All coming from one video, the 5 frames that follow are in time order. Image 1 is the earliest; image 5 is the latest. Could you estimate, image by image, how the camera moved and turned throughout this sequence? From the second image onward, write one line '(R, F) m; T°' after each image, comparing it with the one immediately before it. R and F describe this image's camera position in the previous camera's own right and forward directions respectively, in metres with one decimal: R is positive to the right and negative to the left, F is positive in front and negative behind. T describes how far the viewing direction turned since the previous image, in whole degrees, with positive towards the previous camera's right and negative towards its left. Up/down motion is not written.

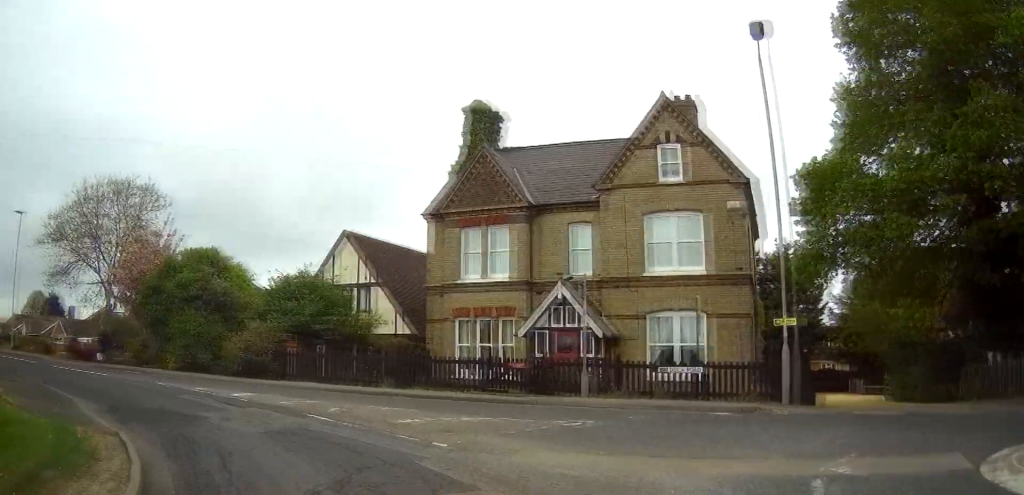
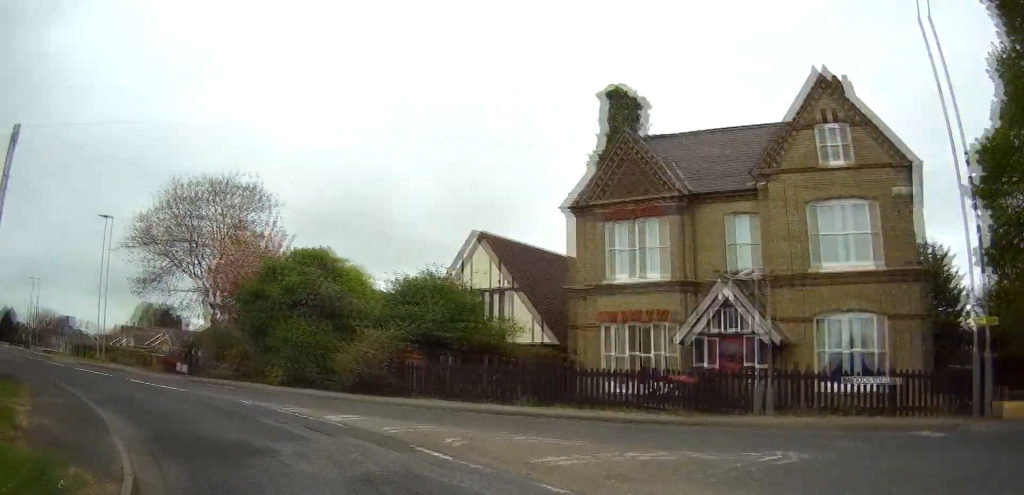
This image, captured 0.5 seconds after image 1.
(-0.3, +2.8) m; -12°
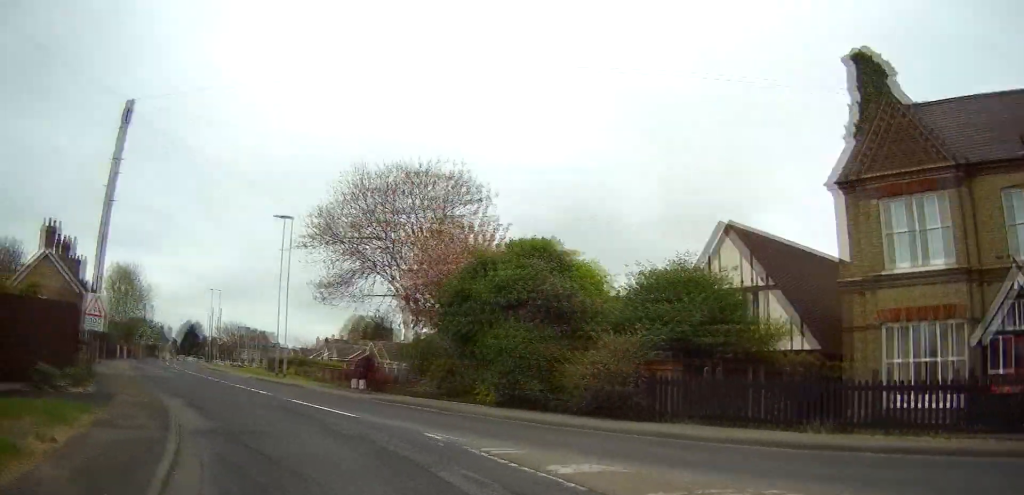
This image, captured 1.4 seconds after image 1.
(-0.7, +4.1) m; -21°
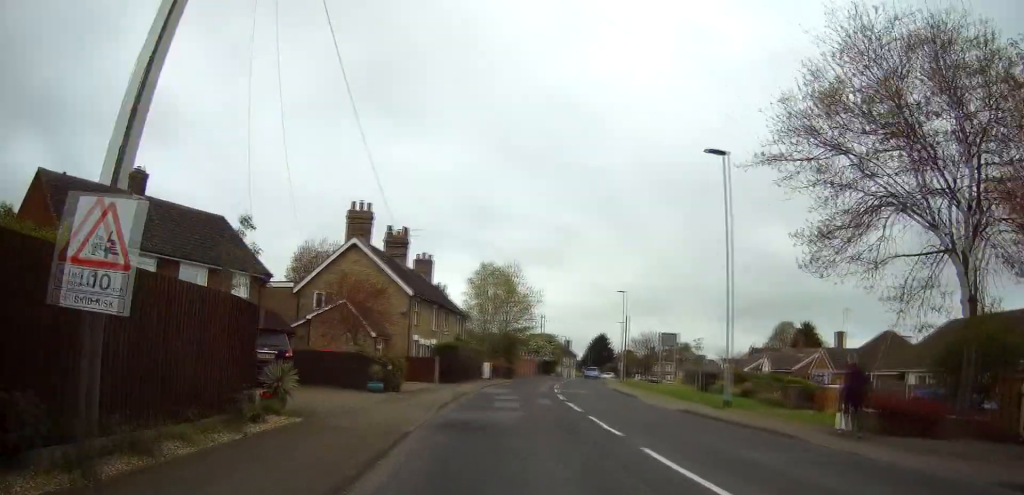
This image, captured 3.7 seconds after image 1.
(-5.6, +11.5) m; -45°
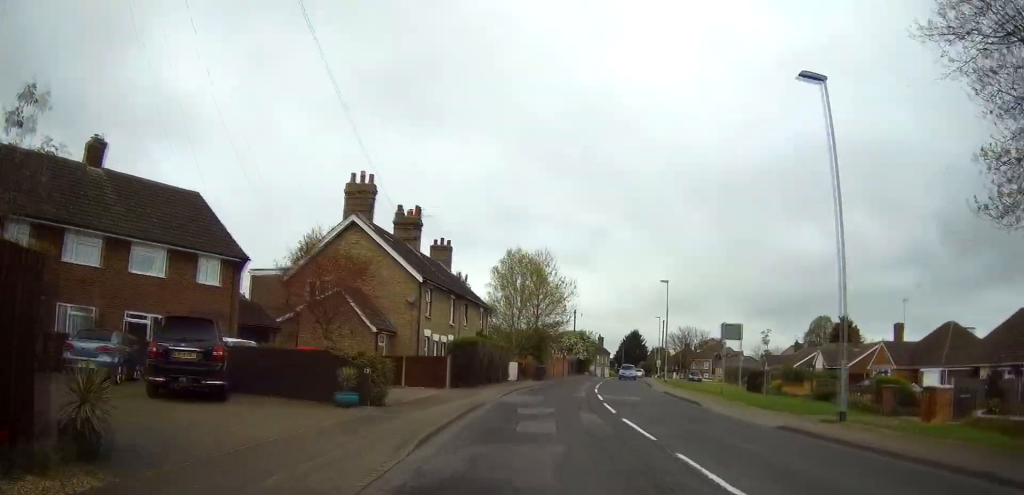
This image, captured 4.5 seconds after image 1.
(-0.8, +6.1) m; -1°
